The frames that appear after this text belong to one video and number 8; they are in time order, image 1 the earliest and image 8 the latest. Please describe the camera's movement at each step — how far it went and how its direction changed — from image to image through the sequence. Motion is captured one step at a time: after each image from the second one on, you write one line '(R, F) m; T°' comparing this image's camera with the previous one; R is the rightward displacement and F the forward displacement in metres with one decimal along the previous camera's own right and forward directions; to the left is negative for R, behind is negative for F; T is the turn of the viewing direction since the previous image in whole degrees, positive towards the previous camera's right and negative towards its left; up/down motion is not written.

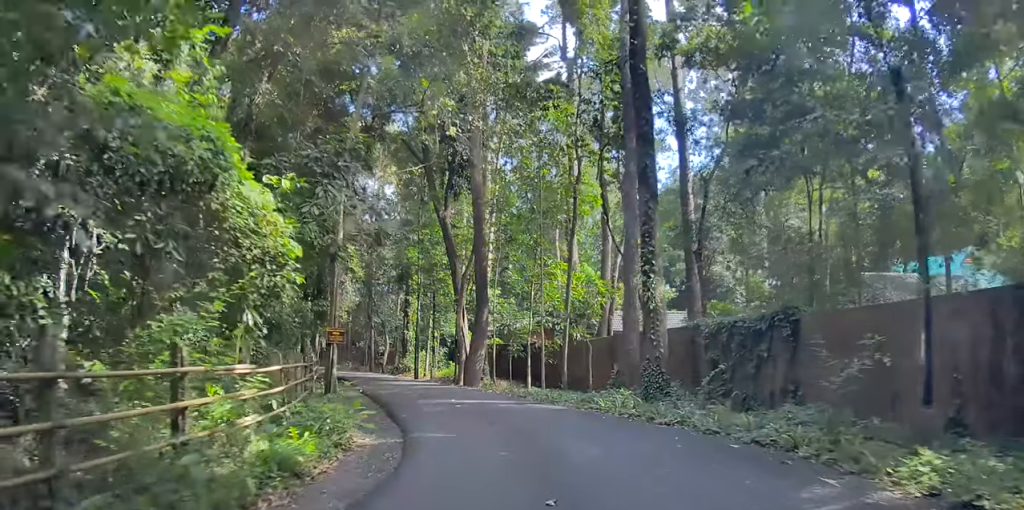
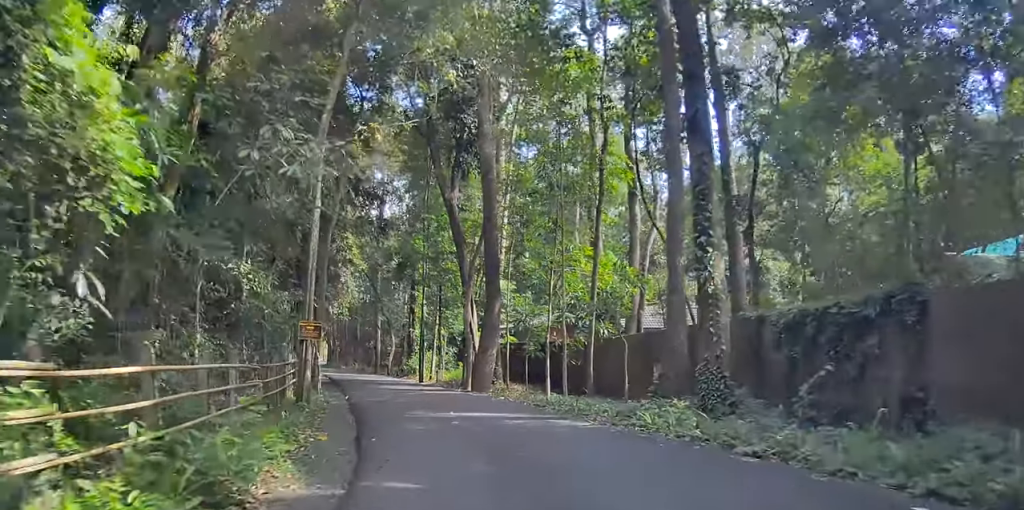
(-0.2, +1.9) m; -4°
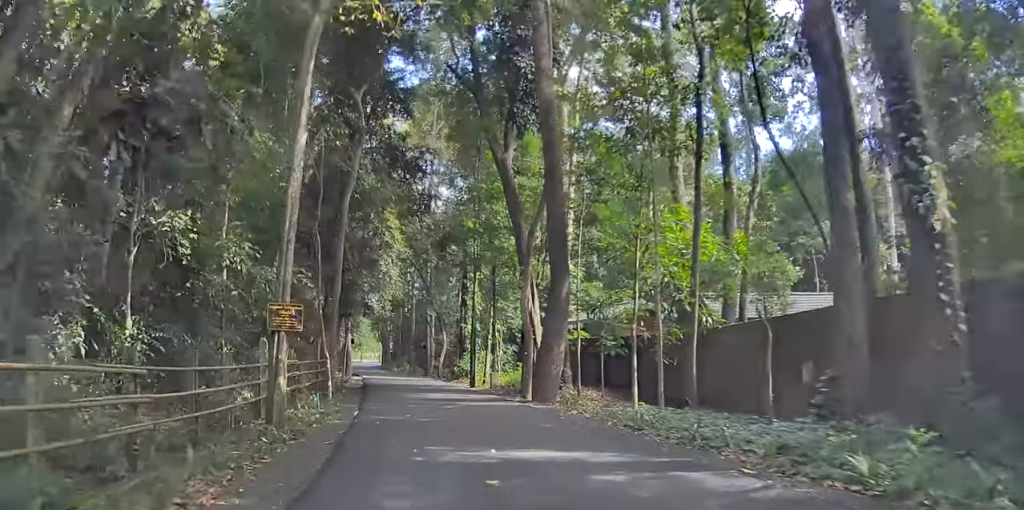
(-0.1, +2.9) m; -2°
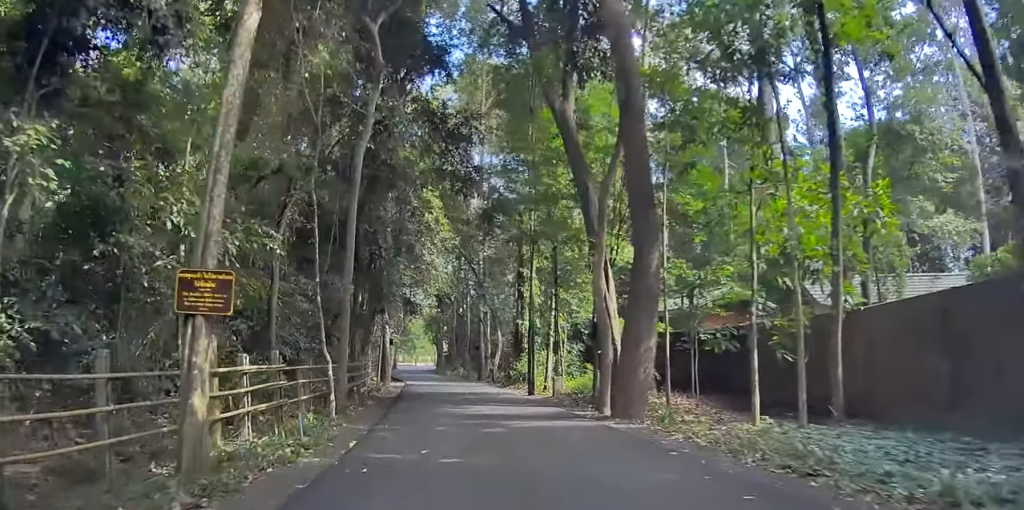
(0.0, +2.5) m; -2°
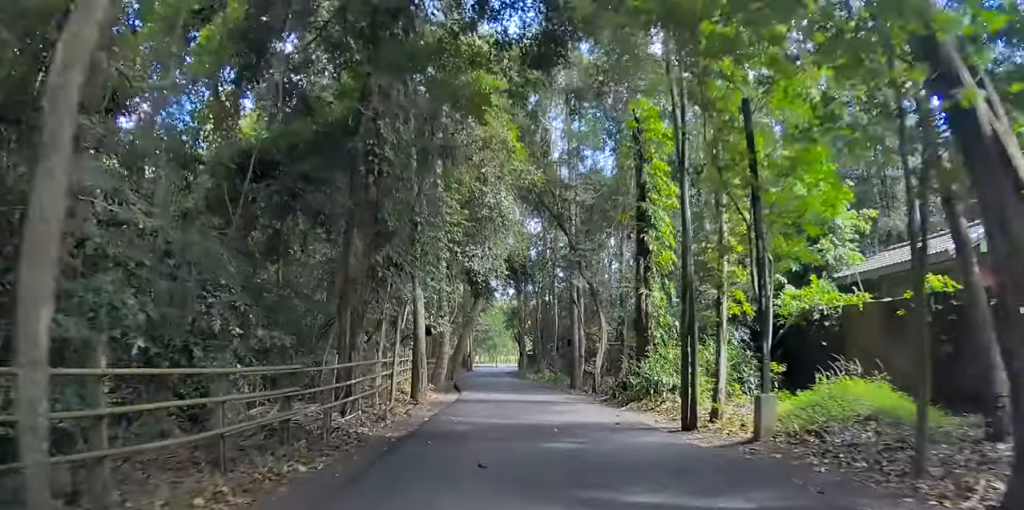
(-0.3, +5.8) m; -4°
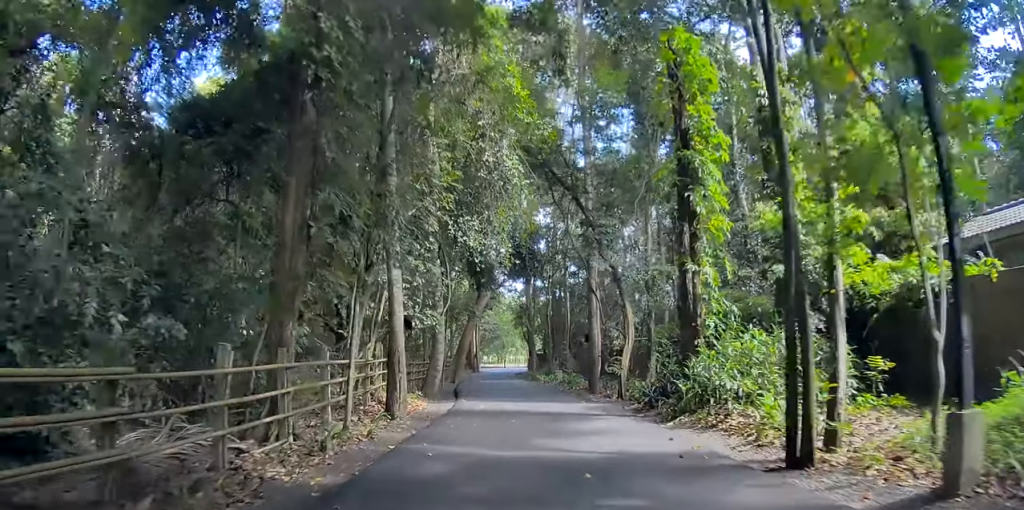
(0.0, +2.0) m; +1°
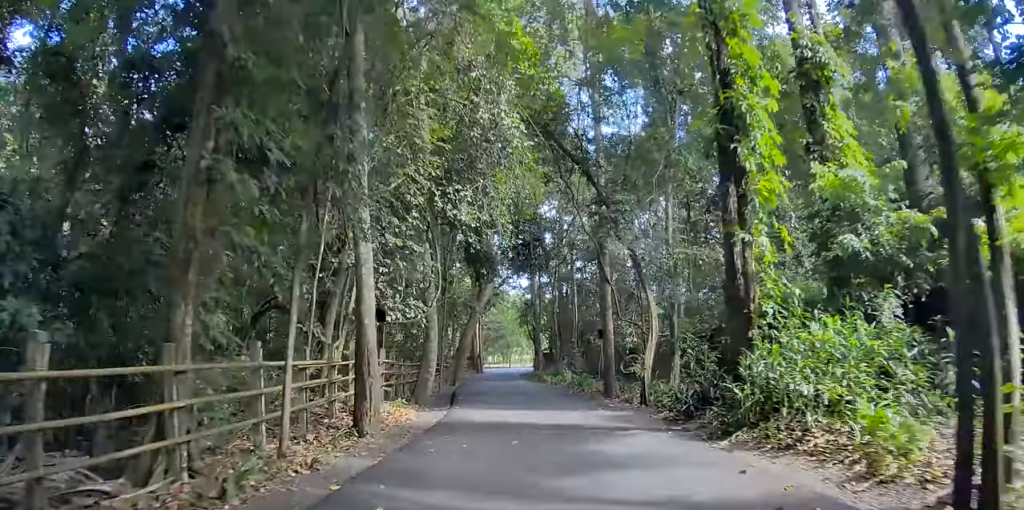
(0.0, +1.5) m; 0°
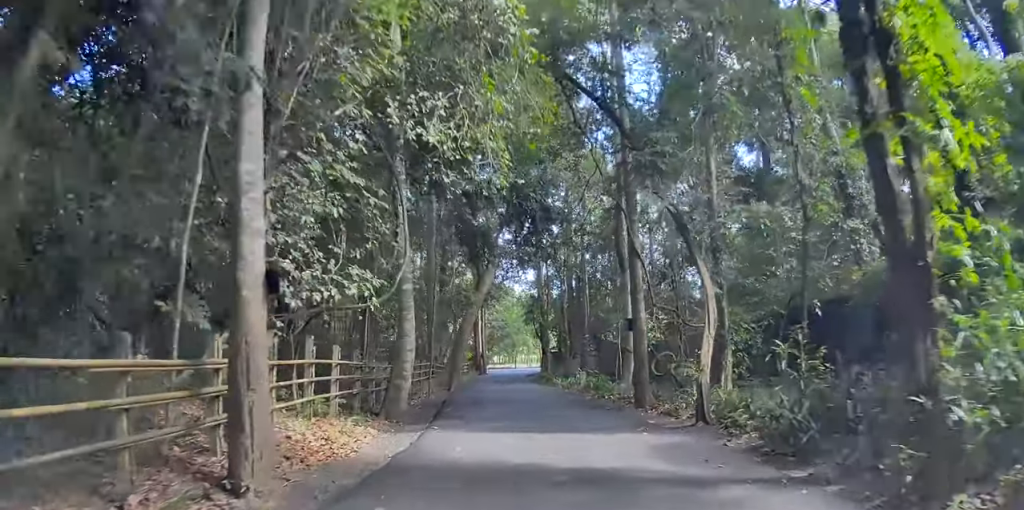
(0.0, +2.6) m; -1°
